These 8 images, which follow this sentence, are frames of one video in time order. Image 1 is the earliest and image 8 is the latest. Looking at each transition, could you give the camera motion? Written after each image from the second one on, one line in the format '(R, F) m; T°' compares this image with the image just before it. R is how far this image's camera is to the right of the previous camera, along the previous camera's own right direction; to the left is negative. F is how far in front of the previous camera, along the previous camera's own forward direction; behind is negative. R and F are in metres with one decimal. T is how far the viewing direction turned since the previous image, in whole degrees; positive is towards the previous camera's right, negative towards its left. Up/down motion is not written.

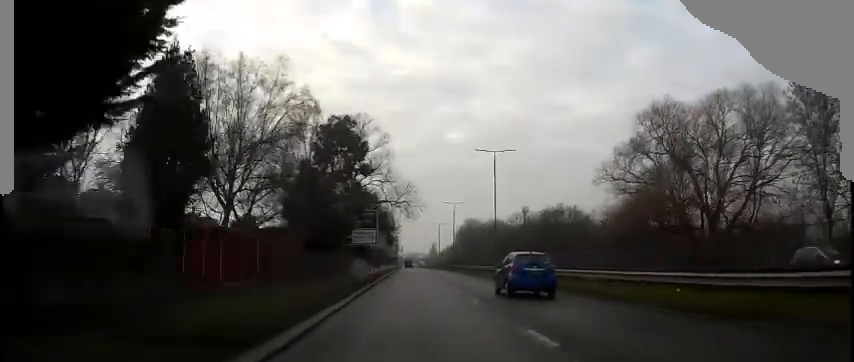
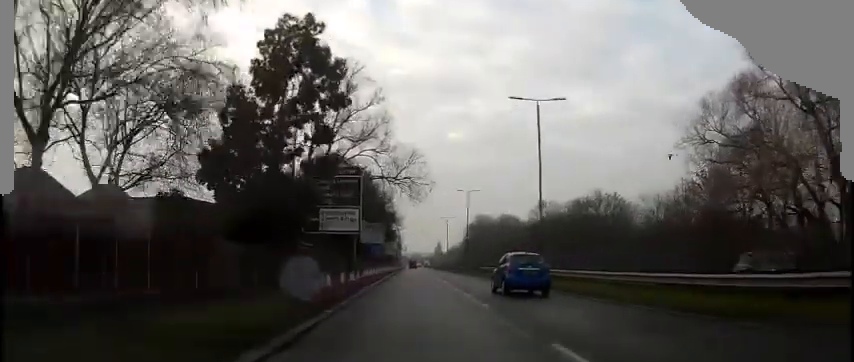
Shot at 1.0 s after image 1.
(-0.1, +20.0) m; 0°
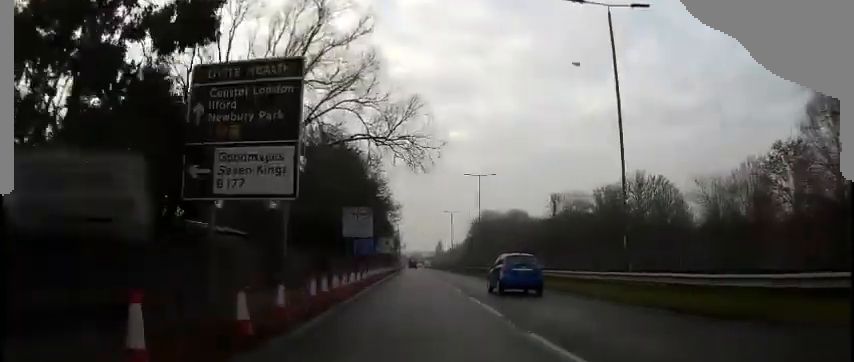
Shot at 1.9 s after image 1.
(+0.1, +16.8) m; 0°
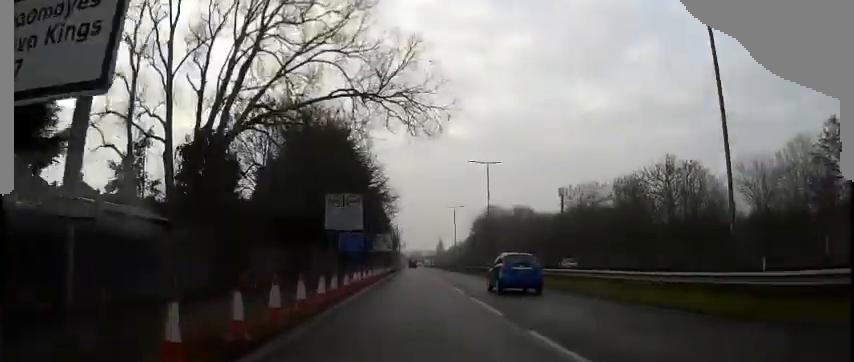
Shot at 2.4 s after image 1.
(0.0, +9.1) m; 0°
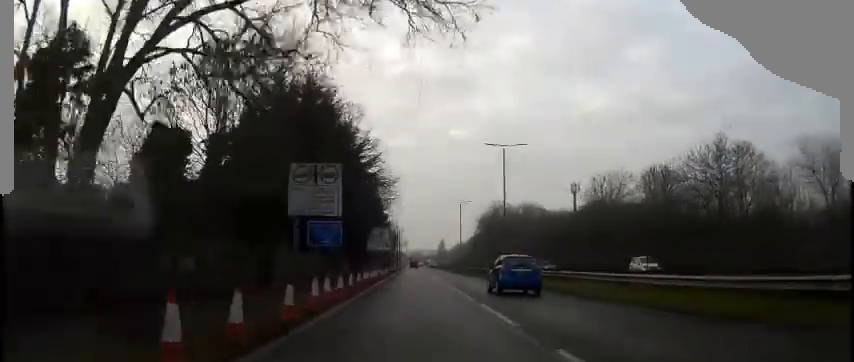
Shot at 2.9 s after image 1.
(0.0, +11.0) m; 0°
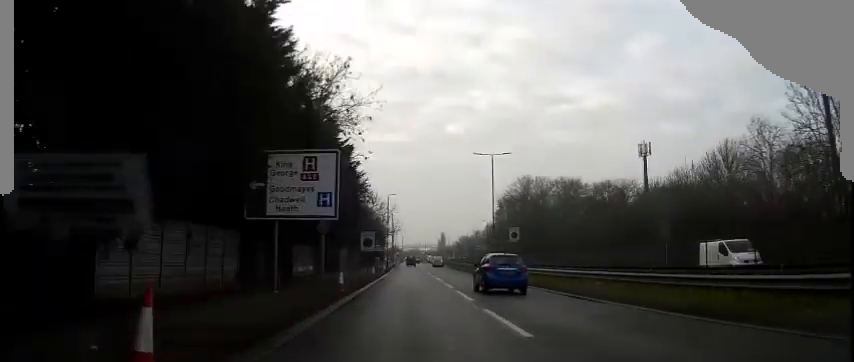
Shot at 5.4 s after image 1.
(+0.4, +47.9) m; +1°
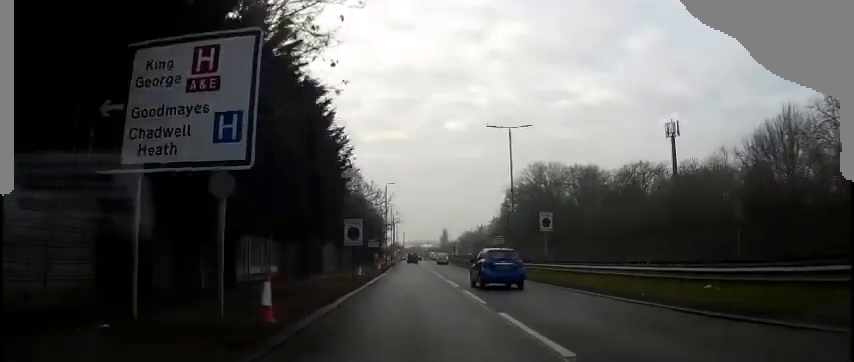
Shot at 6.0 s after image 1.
(+0.1, +11.8) m; 0°
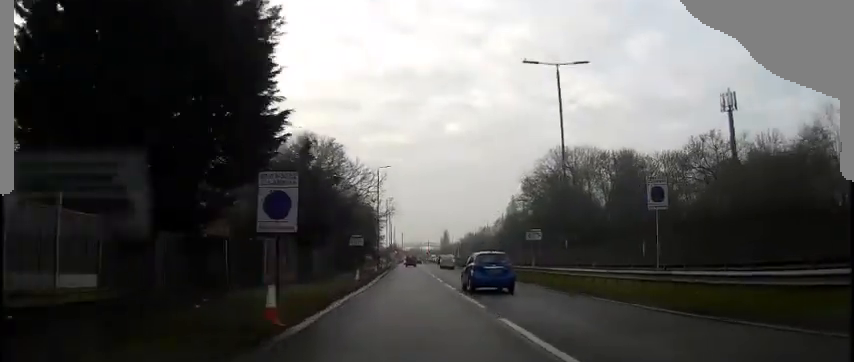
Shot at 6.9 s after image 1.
(-0.1, +18.9) m; 0°
